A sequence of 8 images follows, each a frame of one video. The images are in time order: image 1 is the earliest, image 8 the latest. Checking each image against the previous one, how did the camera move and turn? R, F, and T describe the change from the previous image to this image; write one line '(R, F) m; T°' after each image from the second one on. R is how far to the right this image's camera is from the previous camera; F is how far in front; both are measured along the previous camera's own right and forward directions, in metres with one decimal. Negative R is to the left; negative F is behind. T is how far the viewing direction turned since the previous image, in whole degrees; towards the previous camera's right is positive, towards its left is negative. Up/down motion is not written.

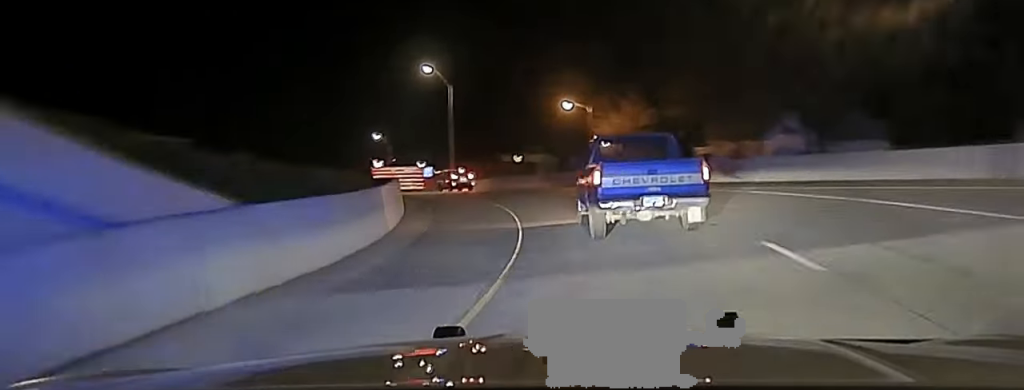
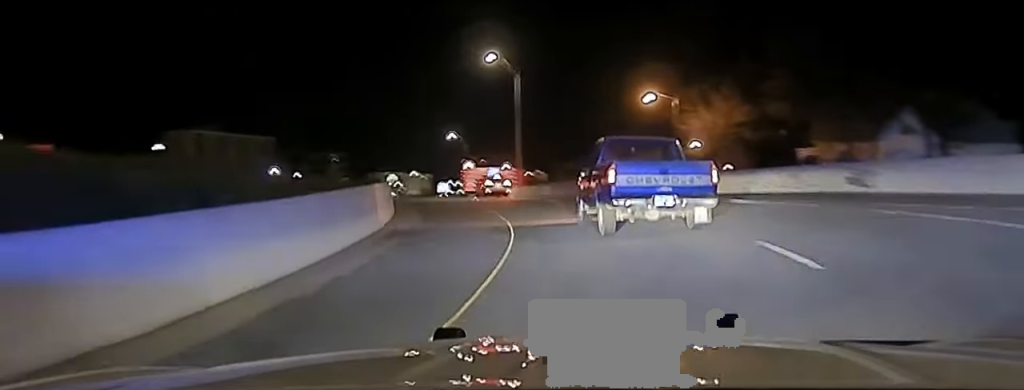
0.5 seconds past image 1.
(-0.4, +12.6) m; -4°
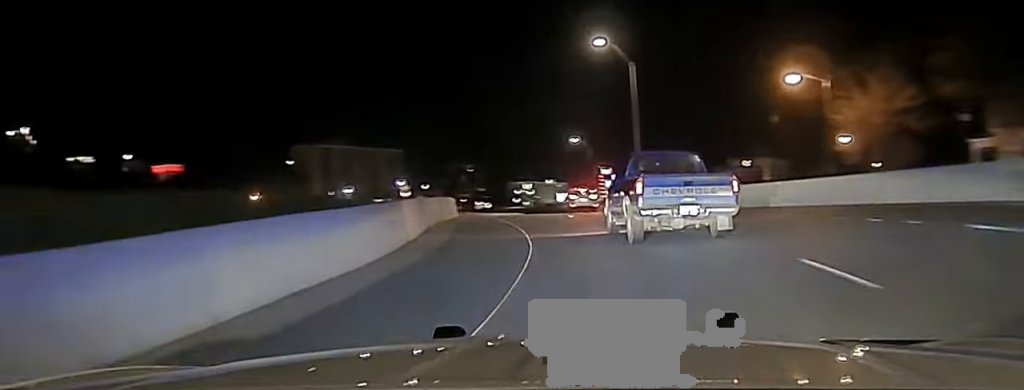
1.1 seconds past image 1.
(+0.2, +15.5) m; -8°
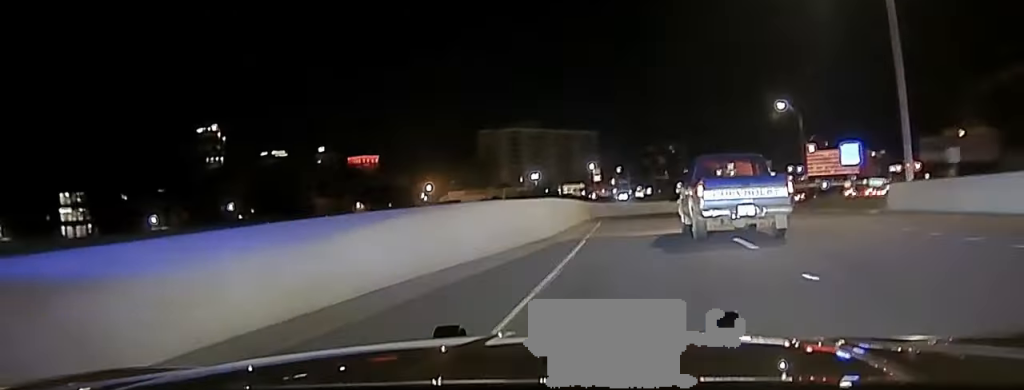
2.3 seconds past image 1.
(-5.1, +27.6) m; -20°
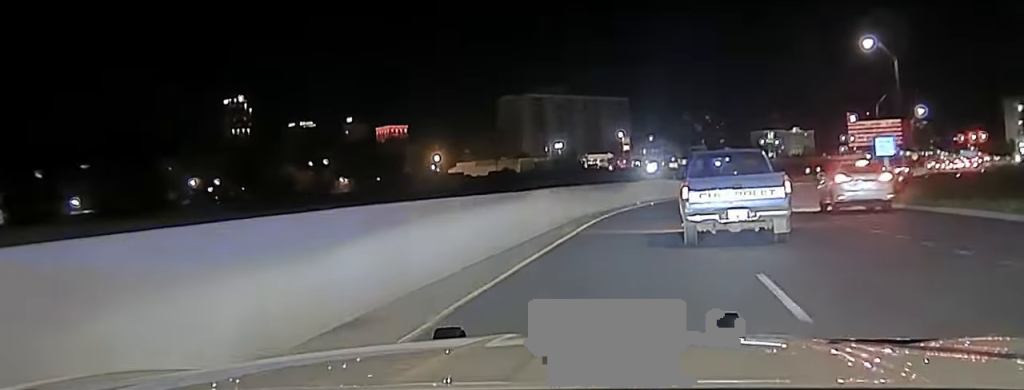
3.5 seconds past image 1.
(-3.3, +27.4) m; -8°
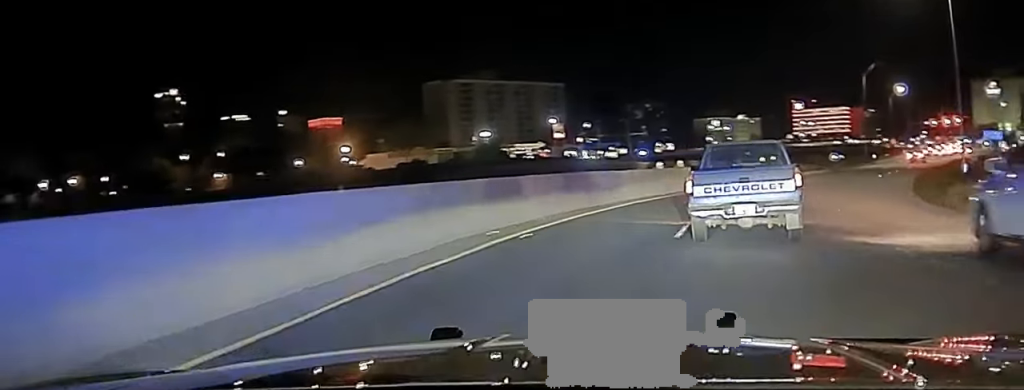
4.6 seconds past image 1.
(-0.6, +27.7) m; 0°
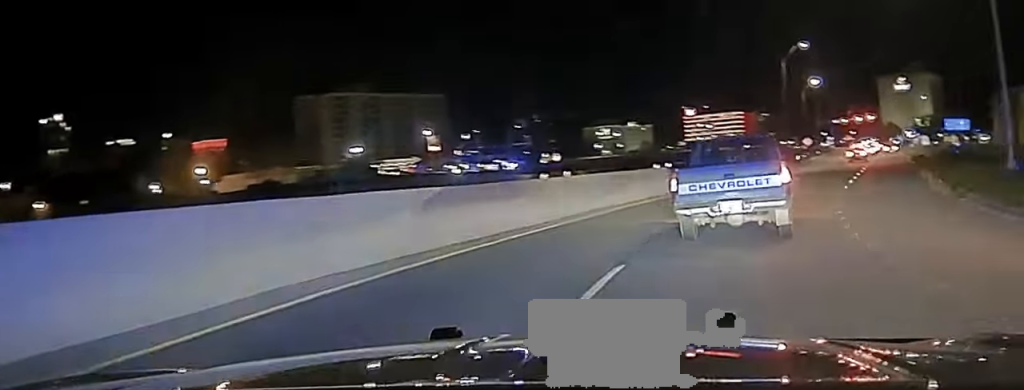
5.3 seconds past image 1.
(+0.2, +20.0) m; +1°
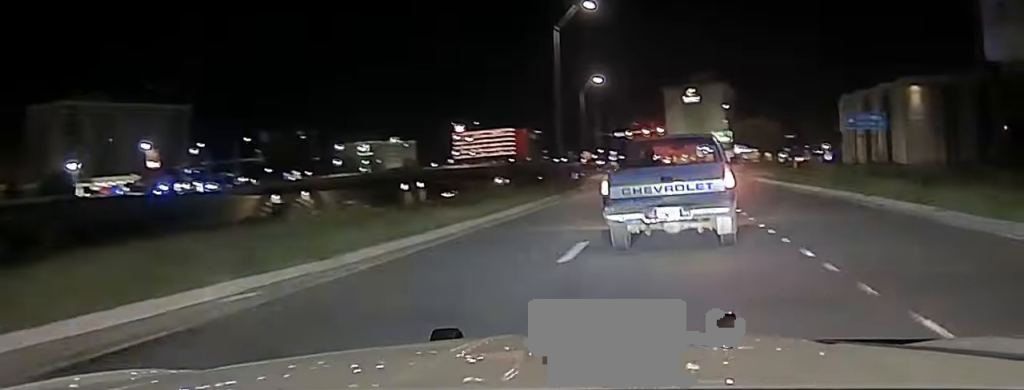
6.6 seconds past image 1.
(+1.9, +31.8) m; +12°
